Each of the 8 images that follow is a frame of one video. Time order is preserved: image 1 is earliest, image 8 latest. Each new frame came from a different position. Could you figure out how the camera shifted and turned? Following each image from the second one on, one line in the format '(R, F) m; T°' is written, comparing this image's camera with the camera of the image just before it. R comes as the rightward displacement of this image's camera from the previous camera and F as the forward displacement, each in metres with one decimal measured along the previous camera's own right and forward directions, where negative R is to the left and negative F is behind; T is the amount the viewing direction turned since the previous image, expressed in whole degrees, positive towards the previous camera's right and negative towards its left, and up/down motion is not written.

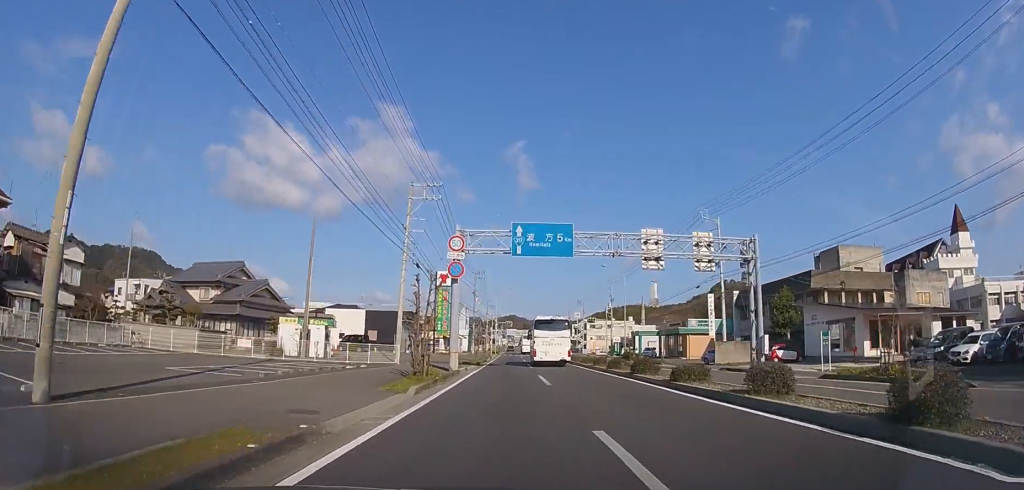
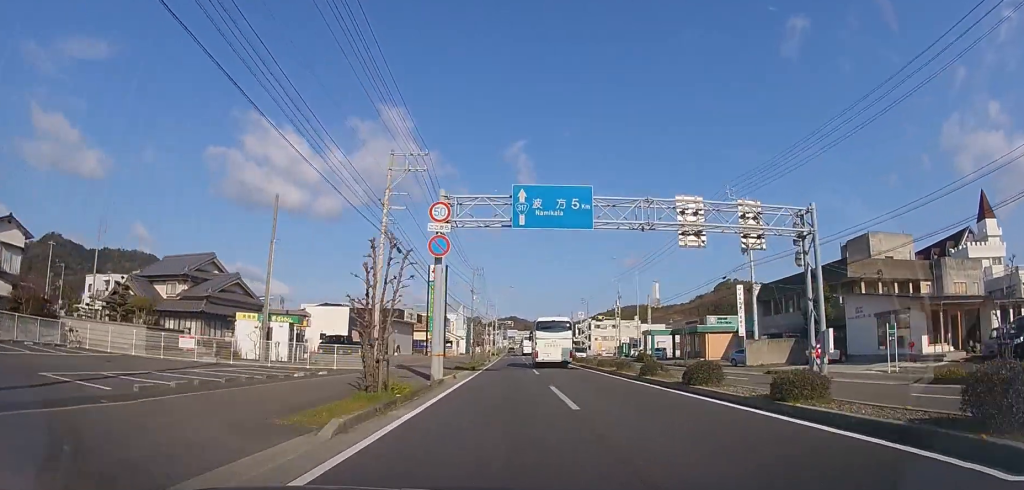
(0.0, +6.5) m; 0°
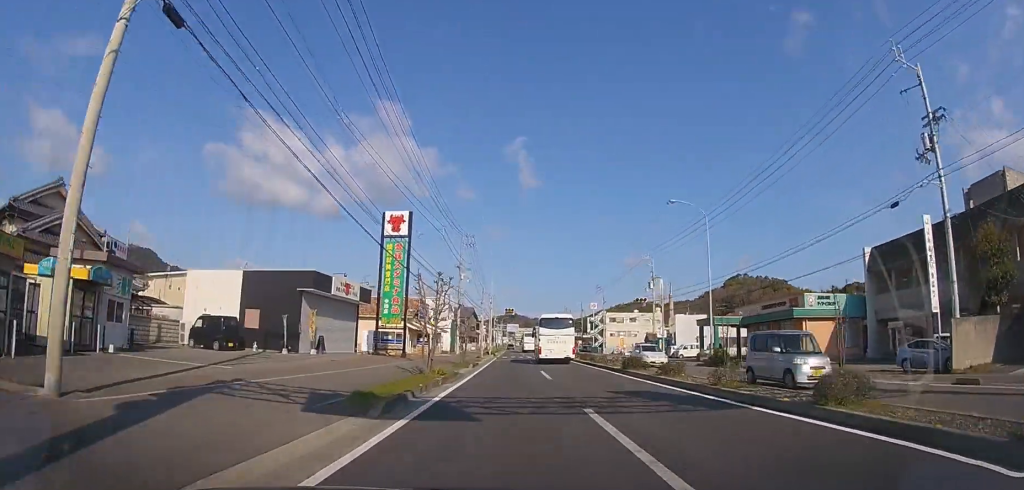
(+0.1, +21.0) m; 0°
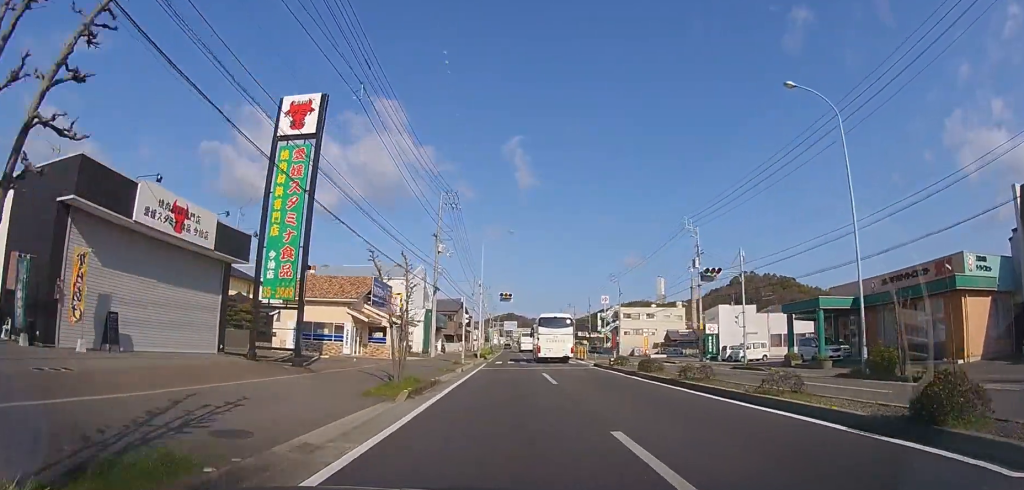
(0.0, +17.8) m; 0°
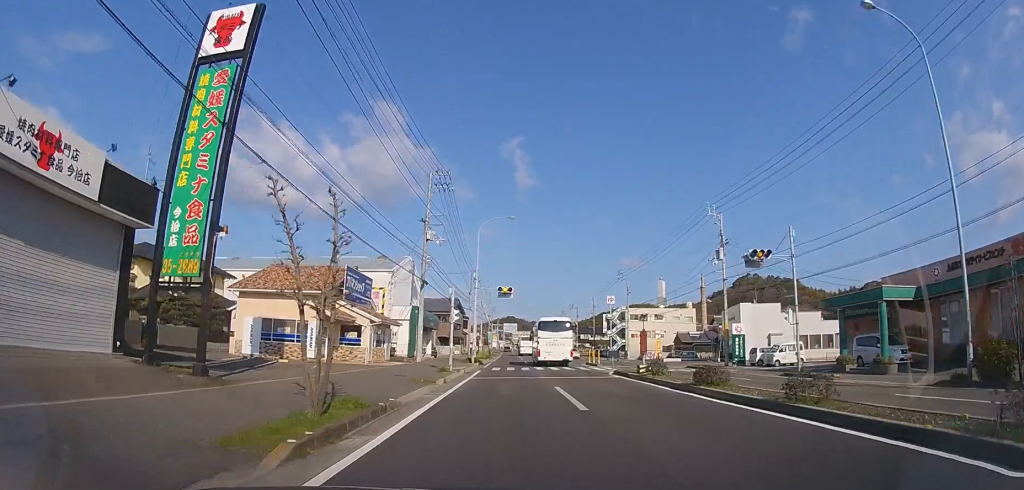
(0.0, +6.1) m; 0°
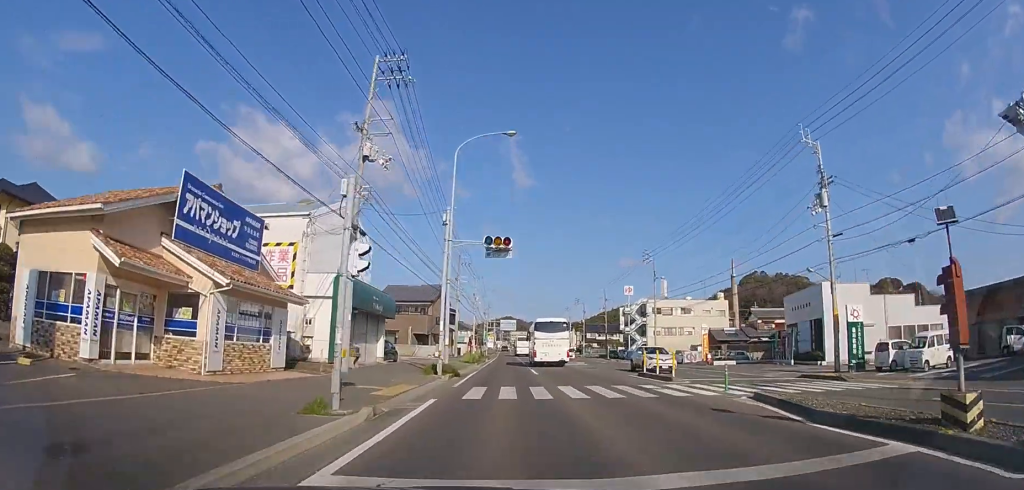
(0.0, +16.9) m; 0°
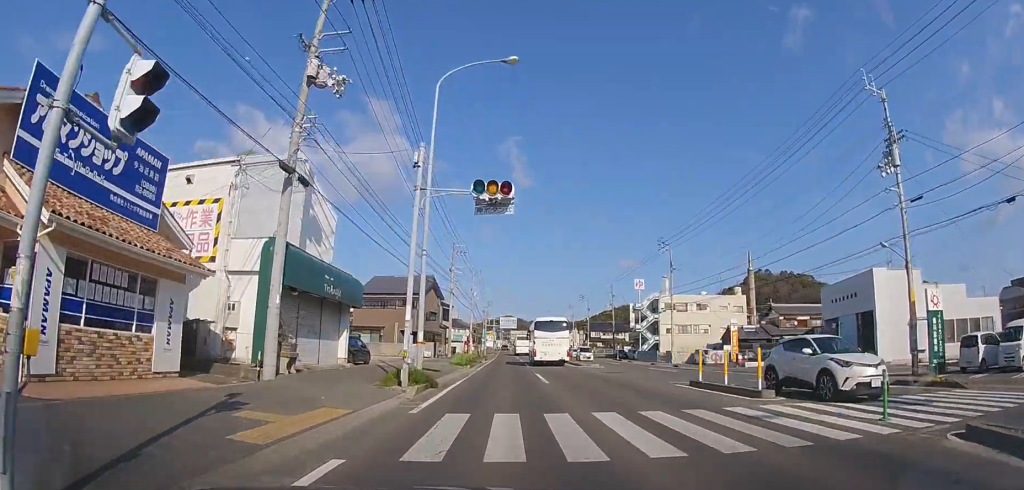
(0.0, +6.6) m; 0°
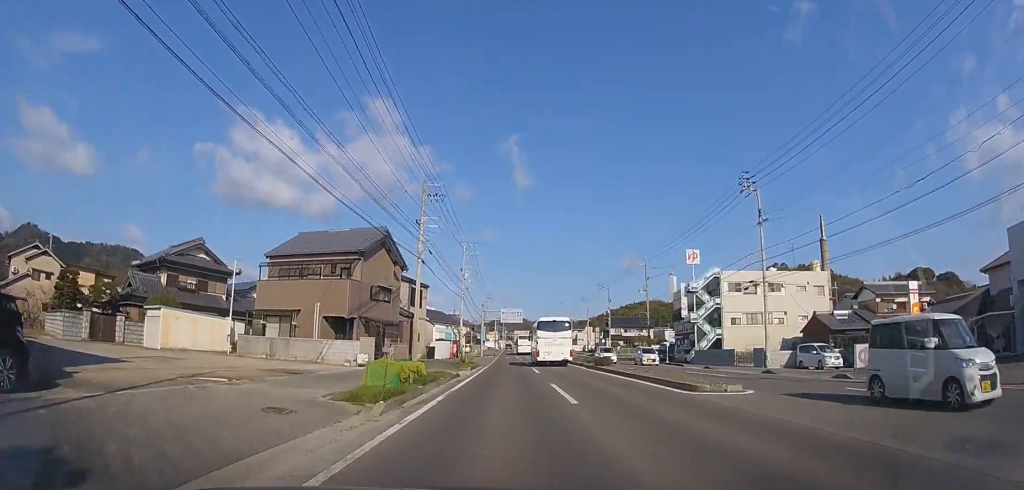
(0.0, +21.8) m; 0°
